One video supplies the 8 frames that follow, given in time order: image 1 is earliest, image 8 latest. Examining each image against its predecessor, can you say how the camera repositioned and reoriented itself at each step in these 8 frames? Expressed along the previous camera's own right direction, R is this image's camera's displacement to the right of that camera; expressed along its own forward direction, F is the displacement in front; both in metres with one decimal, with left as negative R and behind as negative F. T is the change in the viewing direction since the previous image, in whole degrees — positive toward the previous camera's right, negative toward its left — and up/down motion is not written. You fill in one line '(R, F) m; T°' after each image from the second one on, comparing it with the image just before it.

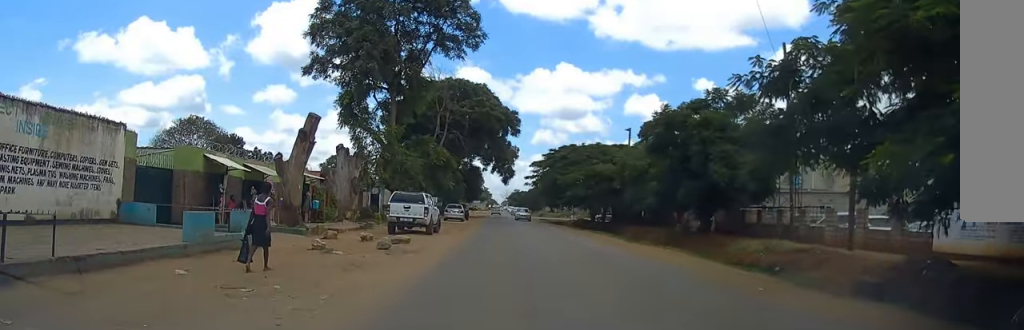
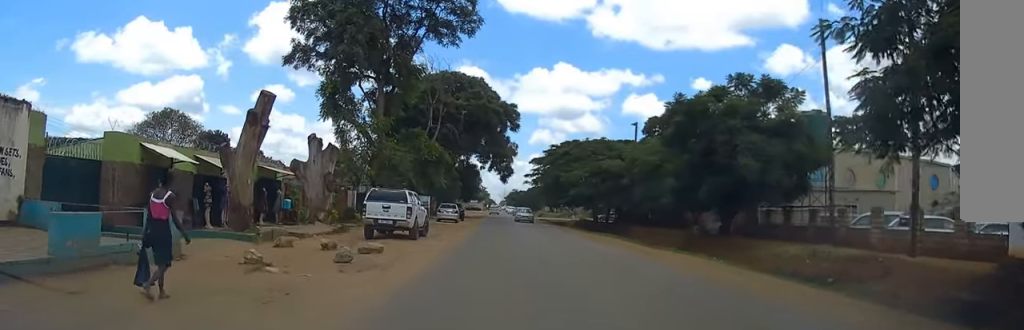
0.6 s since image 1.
(0.0, +4.4) m; 0°
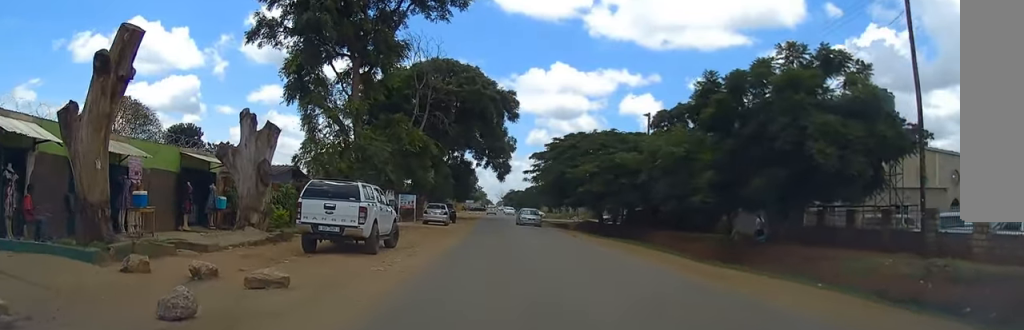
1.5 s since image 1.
(0.0, +7.2) m; 0°
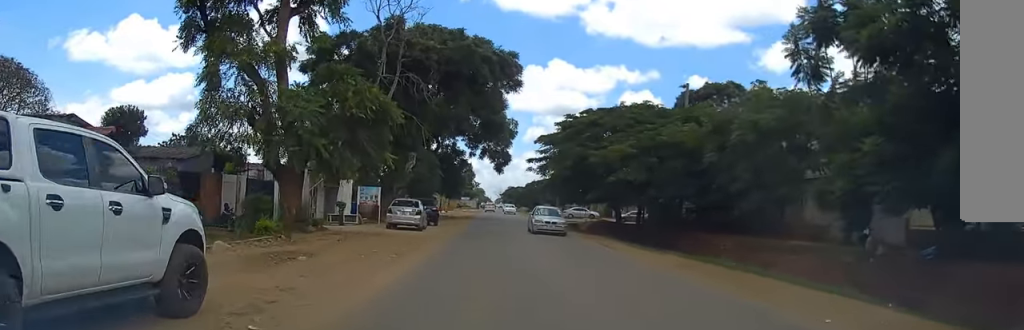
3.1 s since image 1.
(0.0, +13.1) m; 0°
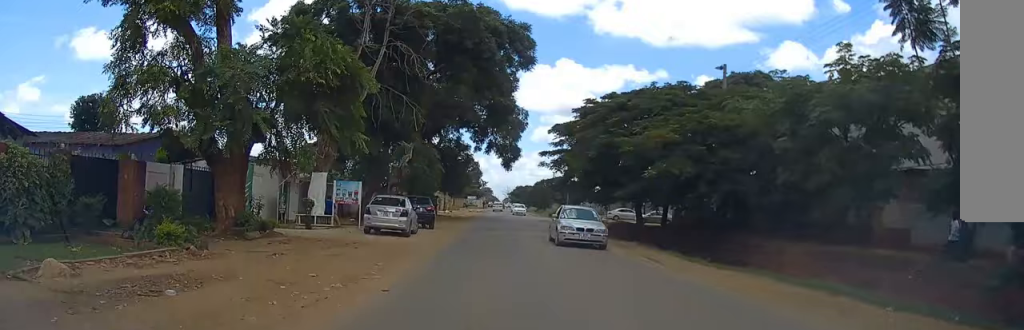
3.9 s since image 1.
(0.0, +6.6) m; 0°
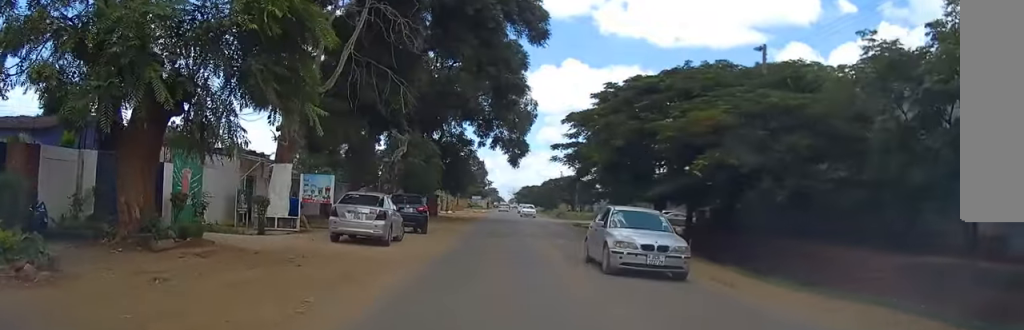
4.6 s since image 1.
(0.0, +5.6) m; 0°
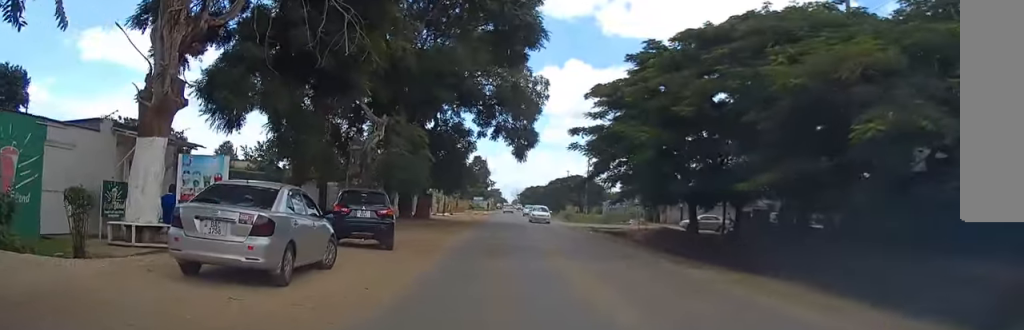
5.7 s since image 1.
(0.0, +9.2) m; -1°
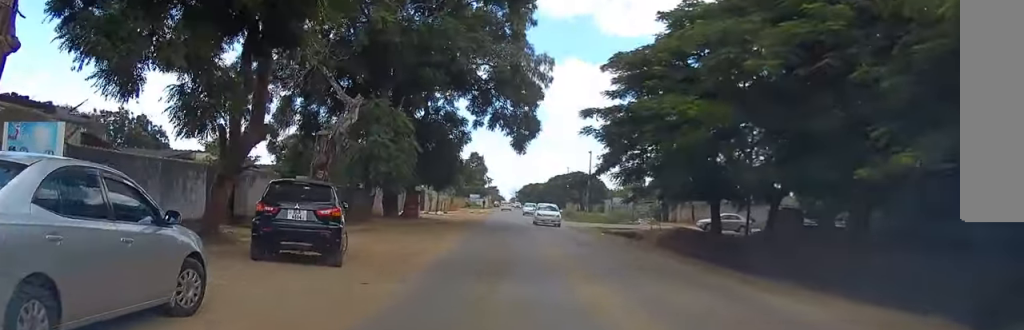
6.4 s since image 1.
(-0.1, +5.8) m; +1°
